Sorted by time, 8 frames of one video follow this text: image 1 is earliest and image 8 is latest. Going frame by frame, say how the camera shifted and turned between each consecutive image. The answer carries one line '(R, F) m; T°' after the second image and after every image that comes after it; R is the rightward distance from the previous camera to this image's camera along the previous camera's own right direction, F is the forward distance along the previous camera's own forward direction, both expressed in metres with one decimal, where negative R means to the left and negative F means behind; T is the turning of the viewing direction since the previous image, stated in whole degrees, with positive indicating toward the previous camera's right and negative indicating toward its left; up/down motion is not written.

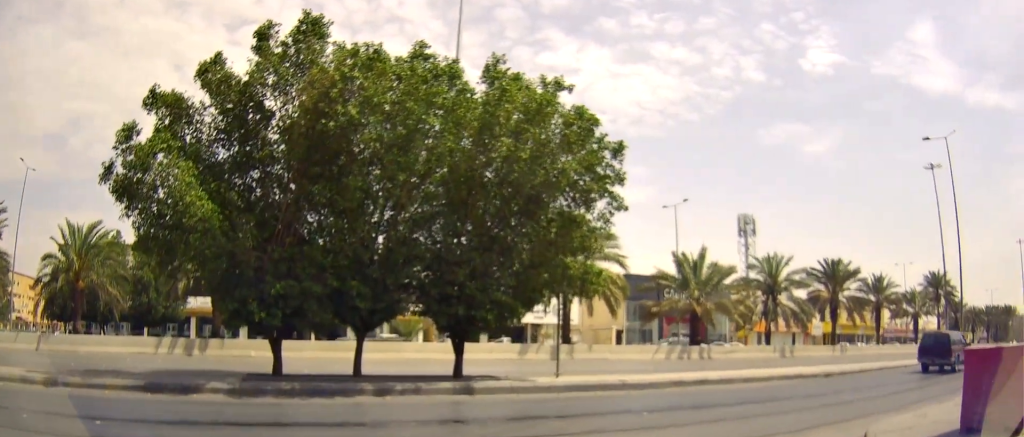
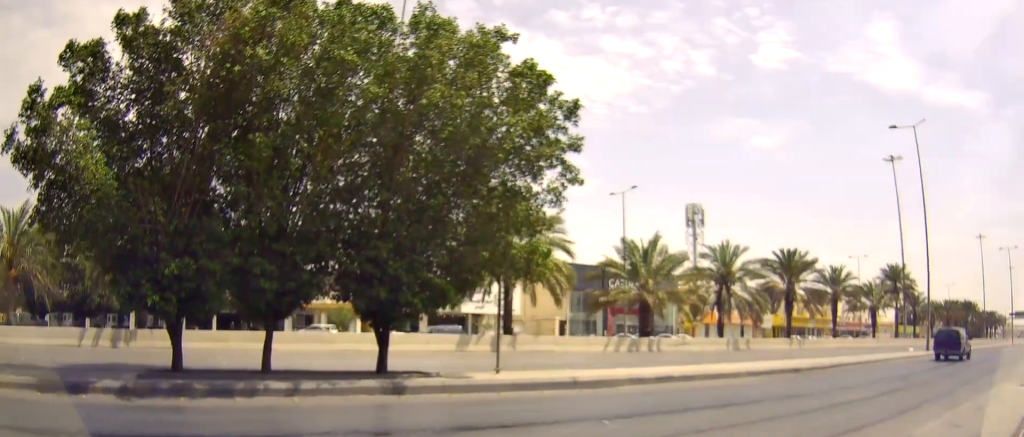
(+0.2, +2.1) m; +7°
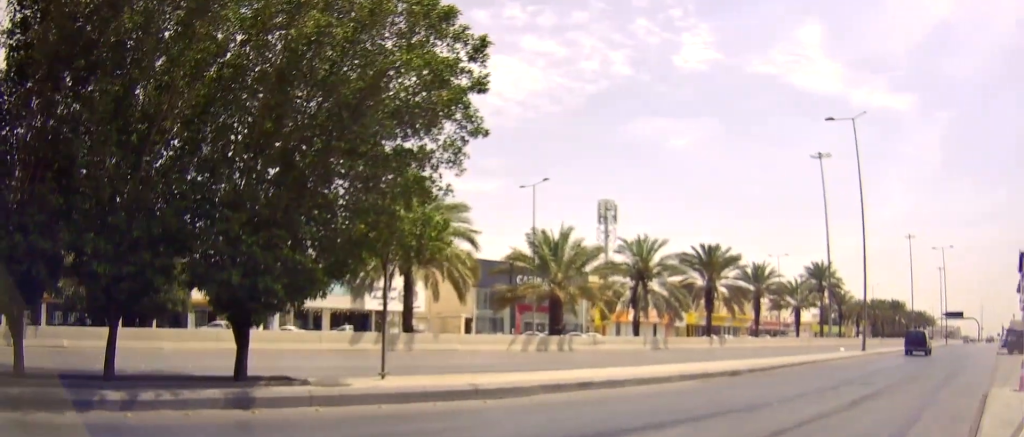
(+0.1, +2.5) m; +14°
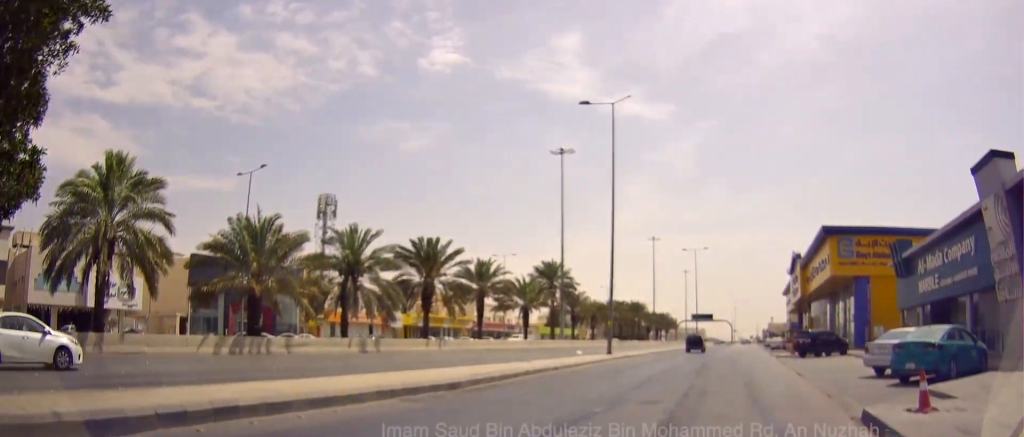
(+1.2, +4.2) m; +26°
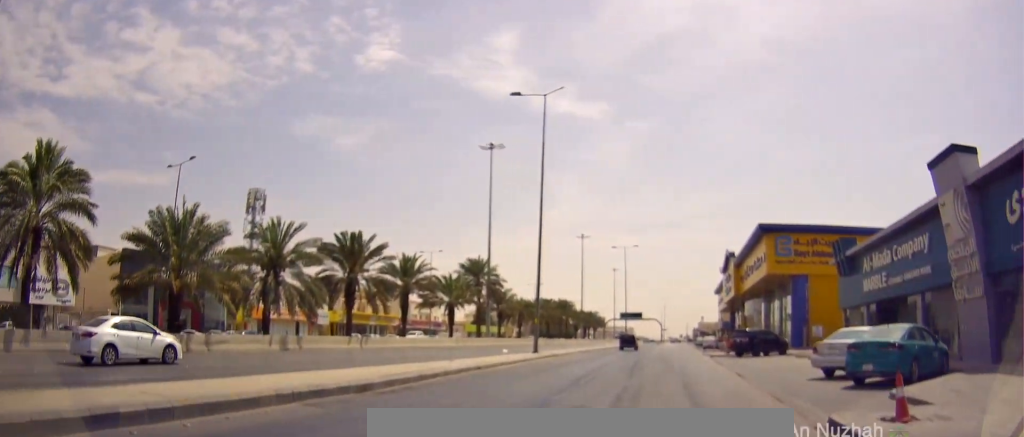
(-0.3, +1.2) m; +7°
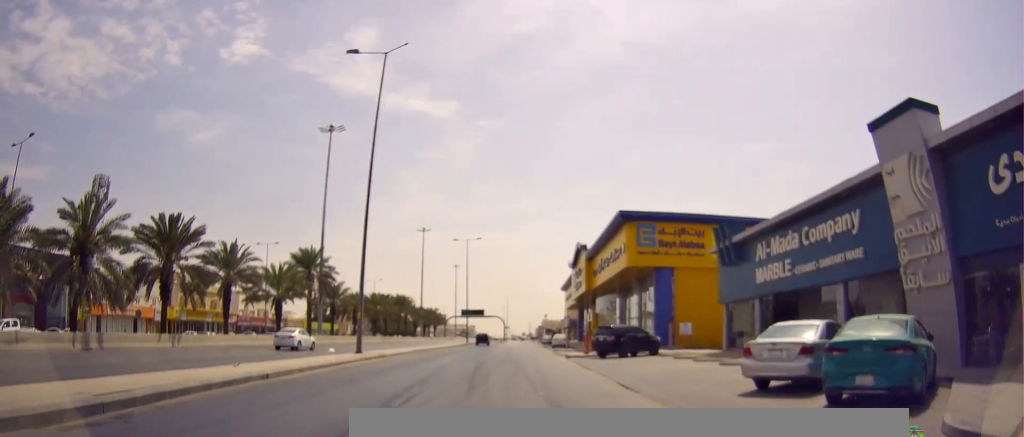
(+1.0, +5.2) m; +13°
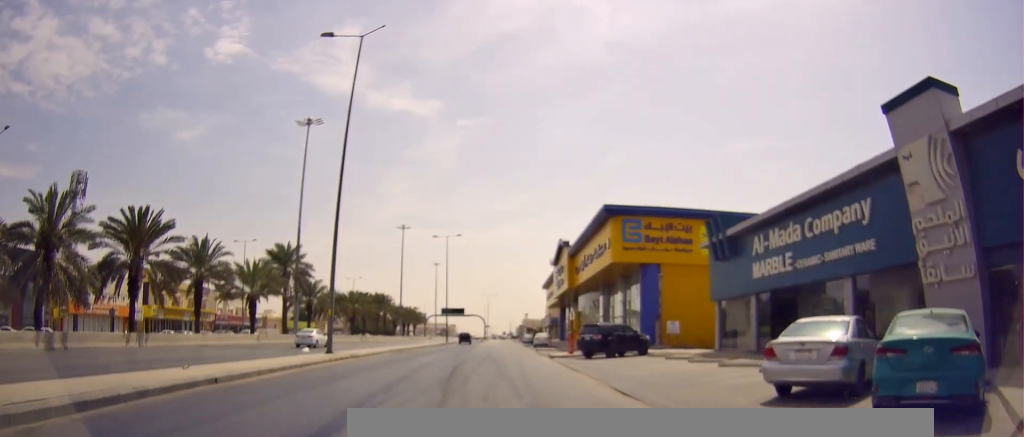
(-0.3, +1.7) m; +2°
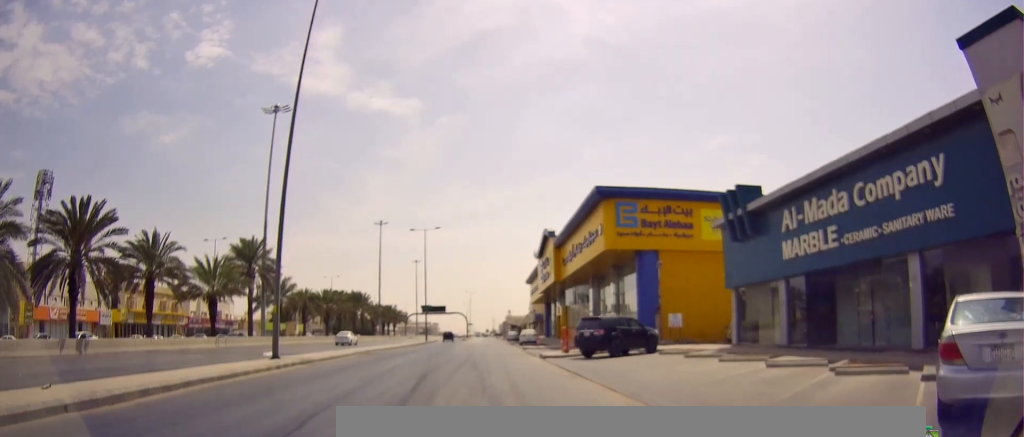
(+0.8, +4.9) m; +4°
